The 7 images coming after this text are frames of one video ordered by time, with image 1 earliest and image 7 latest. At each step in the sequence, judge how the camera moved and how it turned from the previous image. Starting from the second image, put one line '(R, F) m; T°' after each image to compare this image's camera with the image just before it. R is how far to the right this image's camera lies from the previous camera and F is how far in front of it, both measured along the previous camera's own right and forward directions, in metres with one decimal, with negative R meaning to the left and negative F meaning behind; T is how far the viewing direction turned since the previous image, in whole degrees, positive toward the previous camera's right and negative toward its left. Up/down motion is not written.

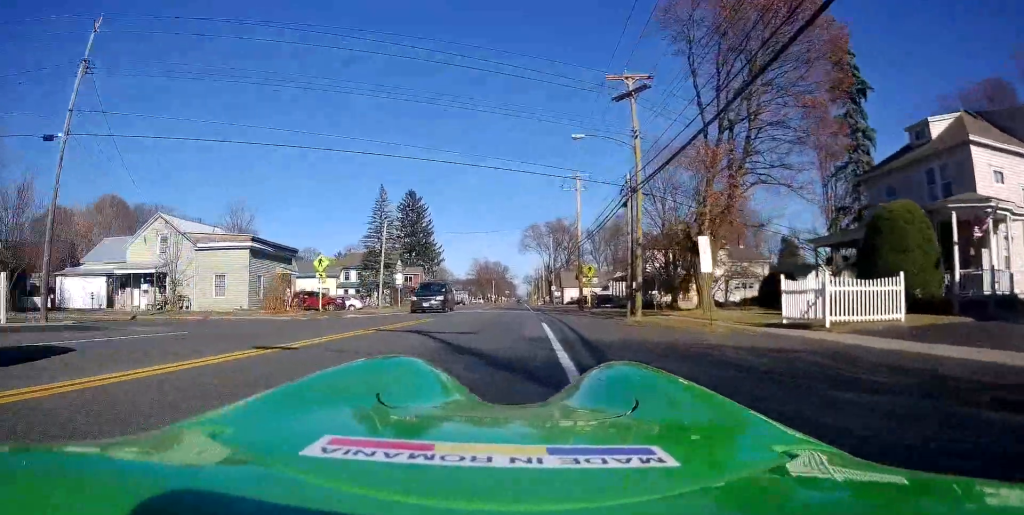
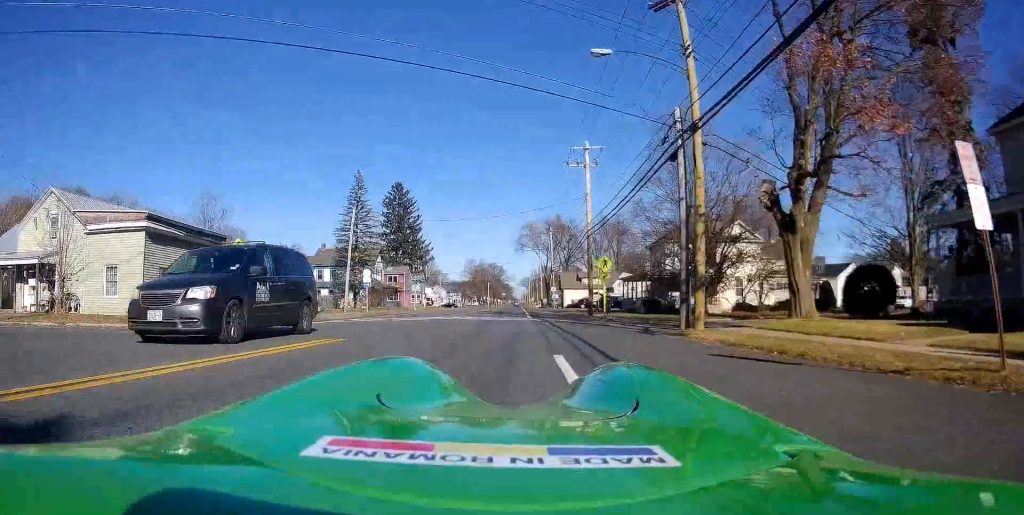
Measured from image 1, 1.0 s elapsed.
(0.0, +10.1) m; +1°
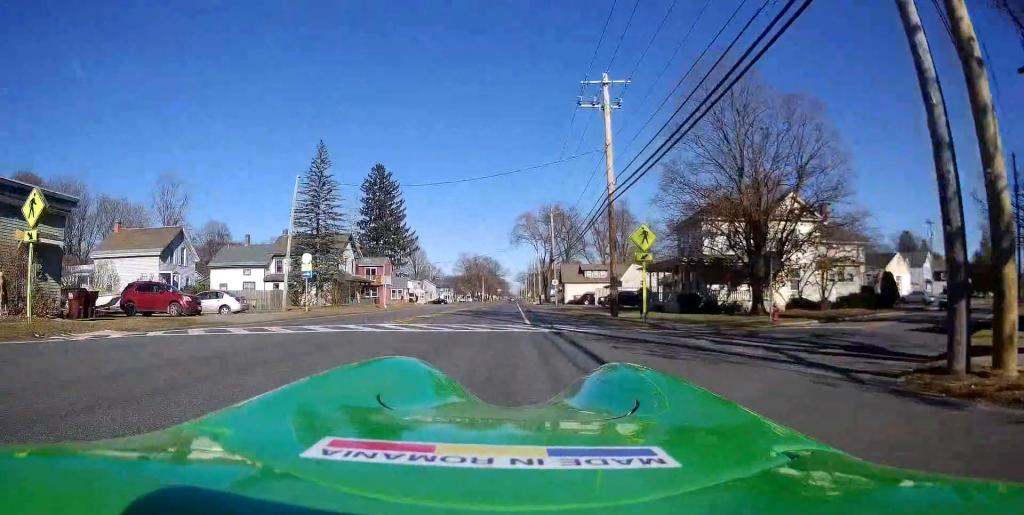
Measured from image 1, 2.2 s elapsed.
(+0.2, +12.2) m; -1°
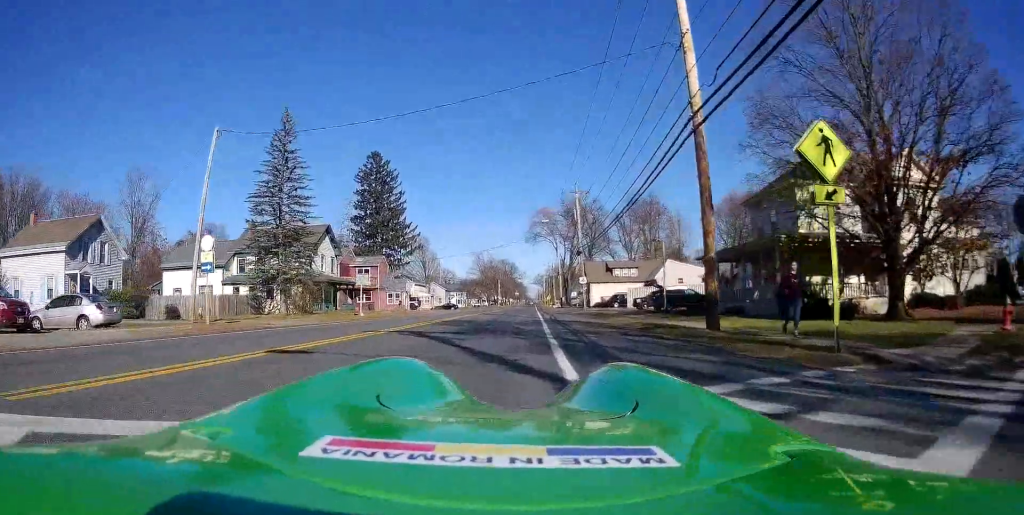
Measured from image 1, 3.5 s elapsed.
(-0.7, +12.8) m; -4°
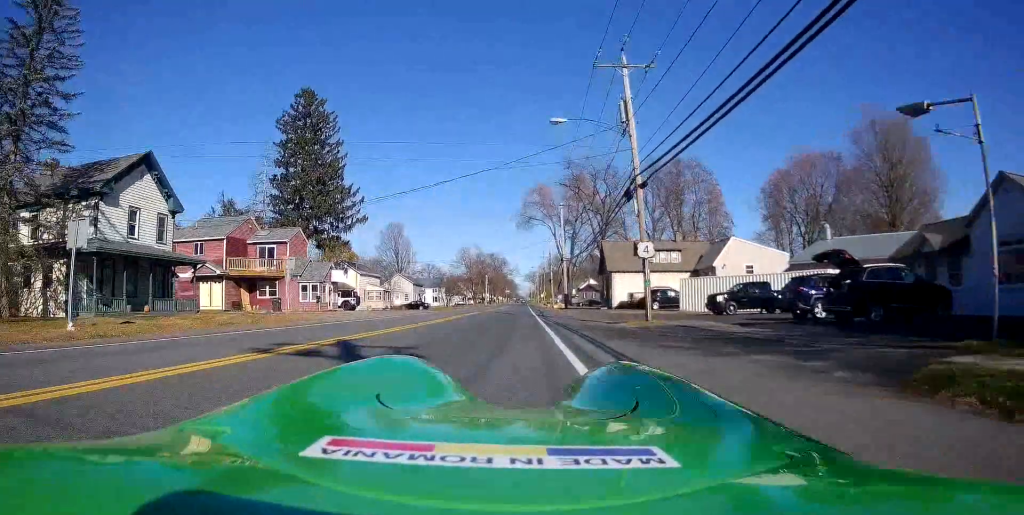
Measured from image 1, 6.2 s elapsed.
(+1.5, +27.2) m; +5°
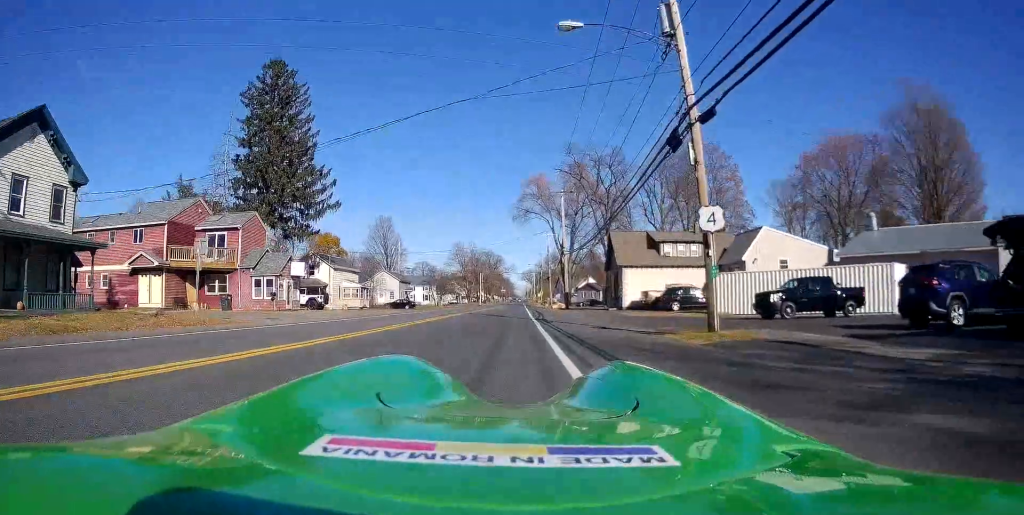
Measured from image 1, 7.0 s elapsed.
(0.0, +8.0) m; 0°
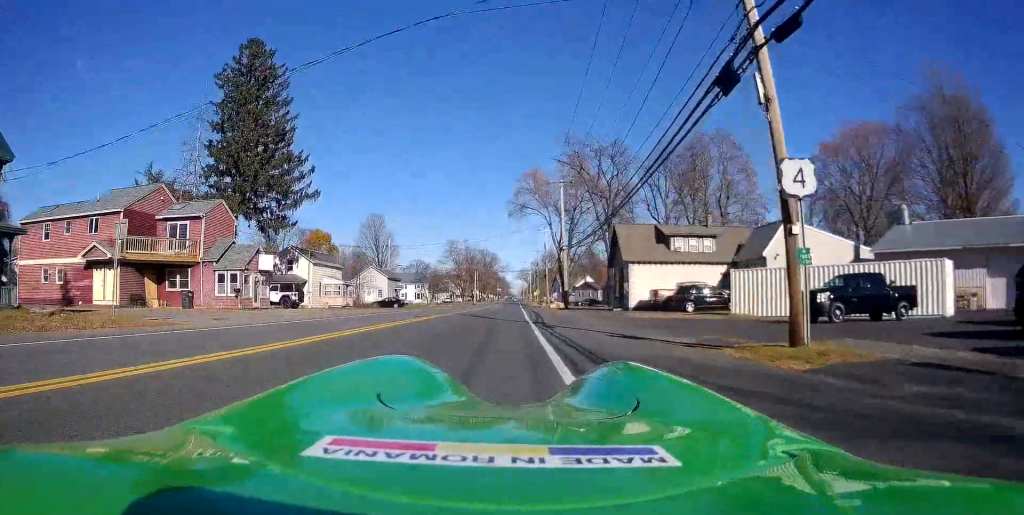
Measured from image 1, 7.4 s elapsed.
(0.0, +4.7) m; 0°
